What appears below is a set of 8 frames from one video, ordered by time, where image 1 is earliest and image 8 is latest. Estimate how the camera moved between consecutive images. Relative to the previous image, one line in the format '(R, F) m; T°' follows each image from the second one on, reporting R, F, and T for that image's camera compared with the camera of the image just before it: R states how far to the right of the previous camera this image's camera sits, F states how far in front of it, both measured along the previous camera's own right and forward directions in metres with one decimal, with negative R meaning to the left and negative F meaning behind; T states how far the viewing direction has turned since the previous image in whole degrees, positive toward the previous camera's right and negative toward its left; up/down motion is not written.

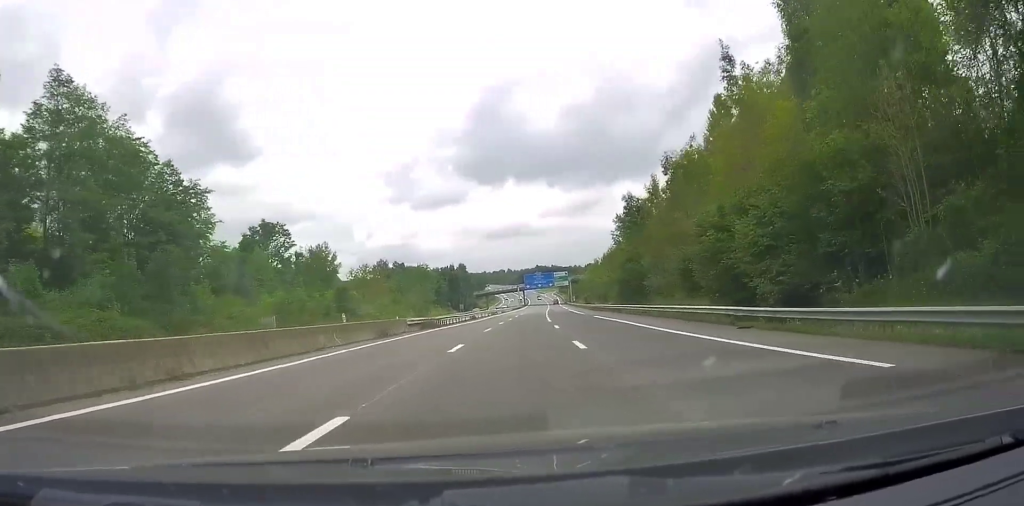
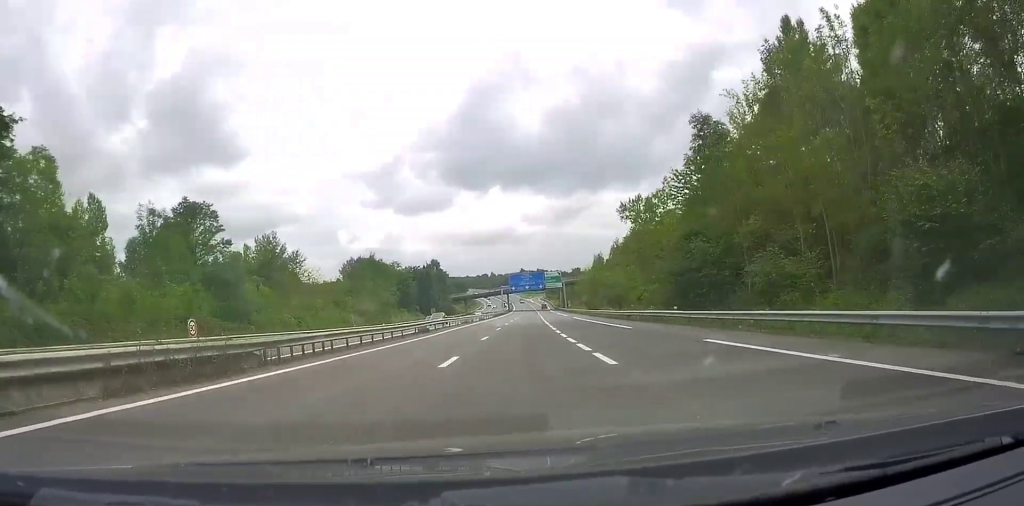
(+0.7, +29.7) m; +2°
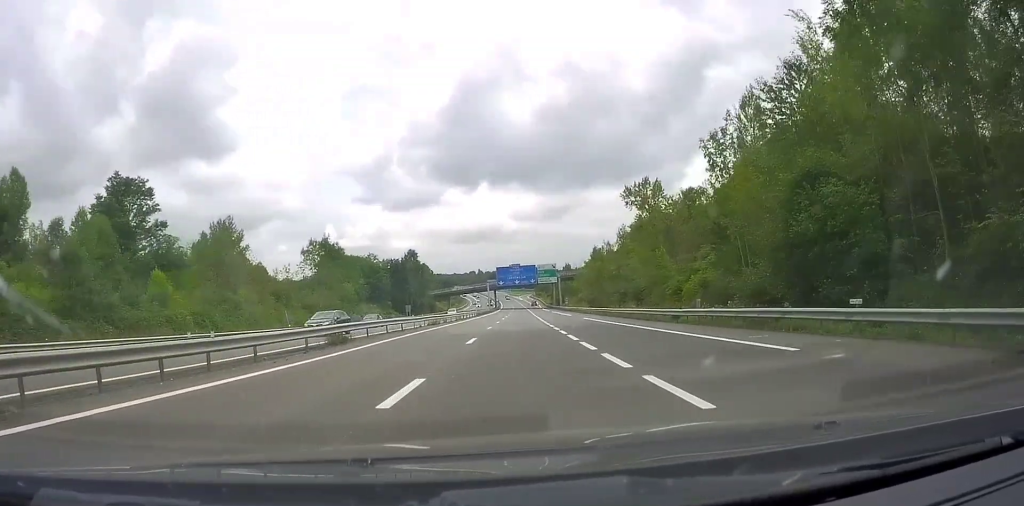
(+0.3, +19.2) m; +1°
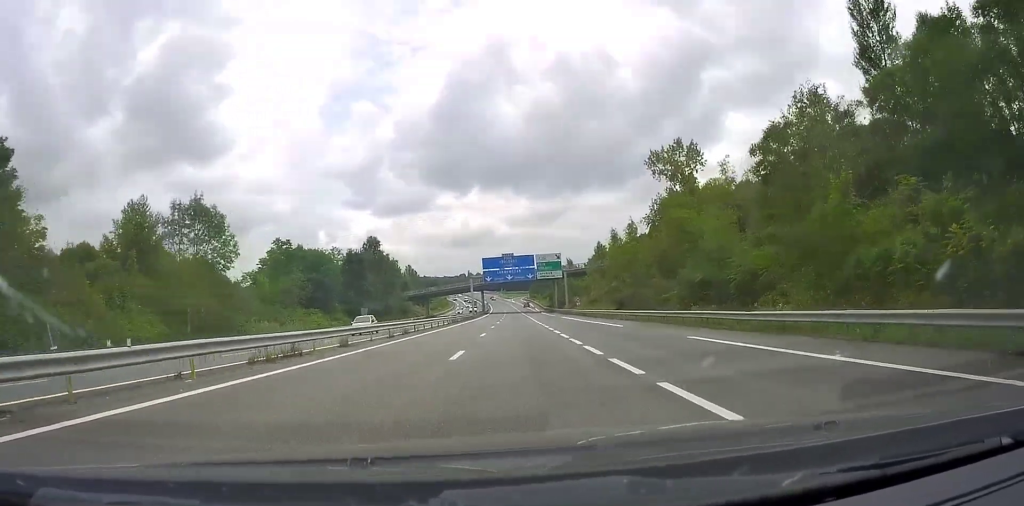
(+0.2, +31.7) m; +1°
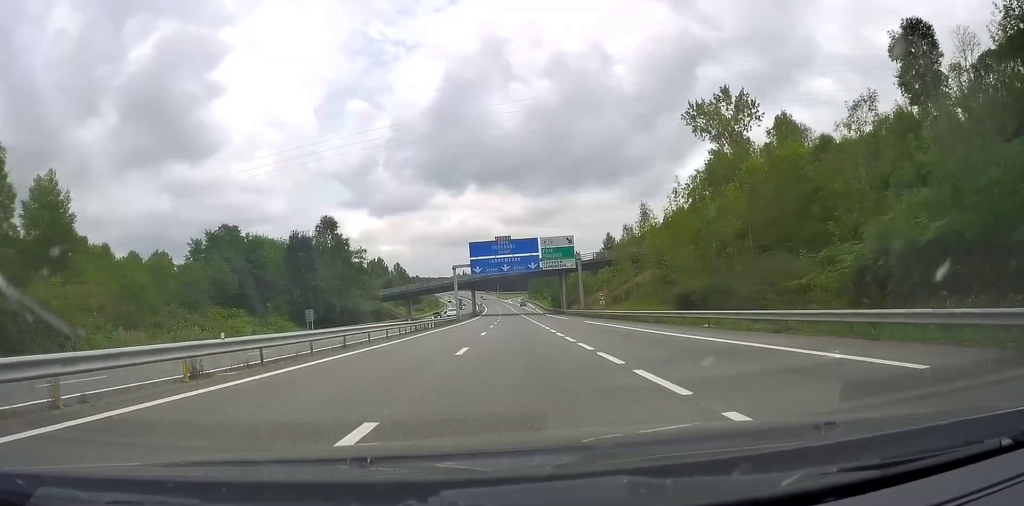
(+0.1, +24.6) m; +1°
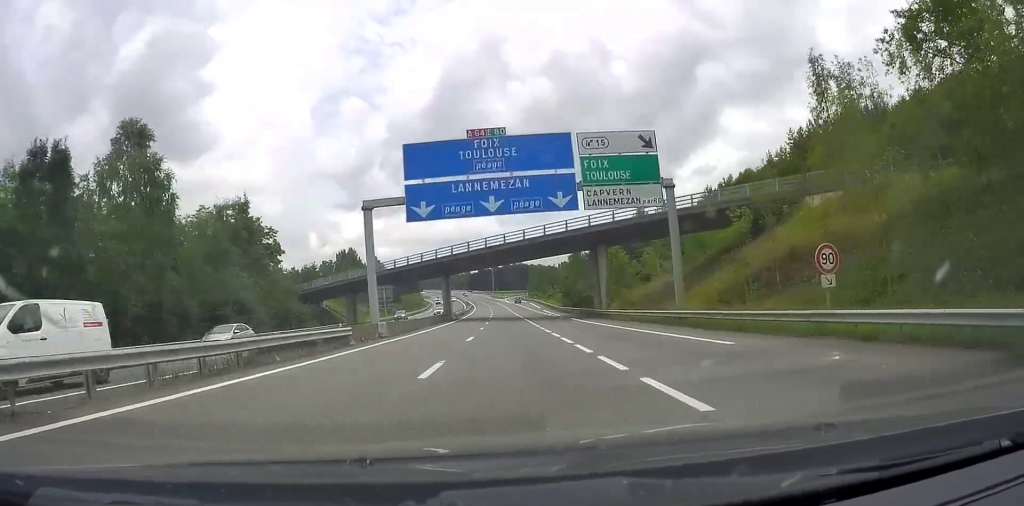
(+0.6, +45.0) m; 0°
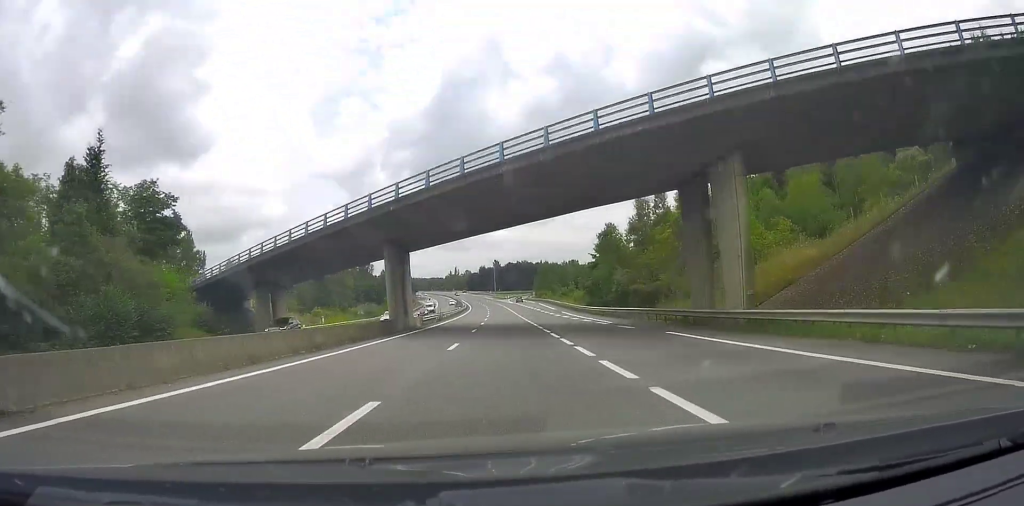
(-0.4, +32.1) m; 0°
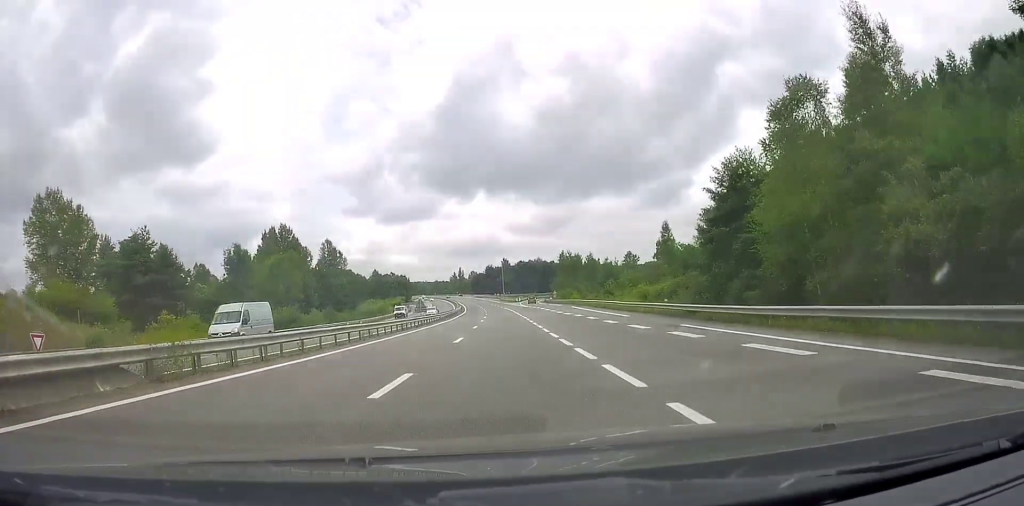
(+0.3, +48.8) m; -1°
